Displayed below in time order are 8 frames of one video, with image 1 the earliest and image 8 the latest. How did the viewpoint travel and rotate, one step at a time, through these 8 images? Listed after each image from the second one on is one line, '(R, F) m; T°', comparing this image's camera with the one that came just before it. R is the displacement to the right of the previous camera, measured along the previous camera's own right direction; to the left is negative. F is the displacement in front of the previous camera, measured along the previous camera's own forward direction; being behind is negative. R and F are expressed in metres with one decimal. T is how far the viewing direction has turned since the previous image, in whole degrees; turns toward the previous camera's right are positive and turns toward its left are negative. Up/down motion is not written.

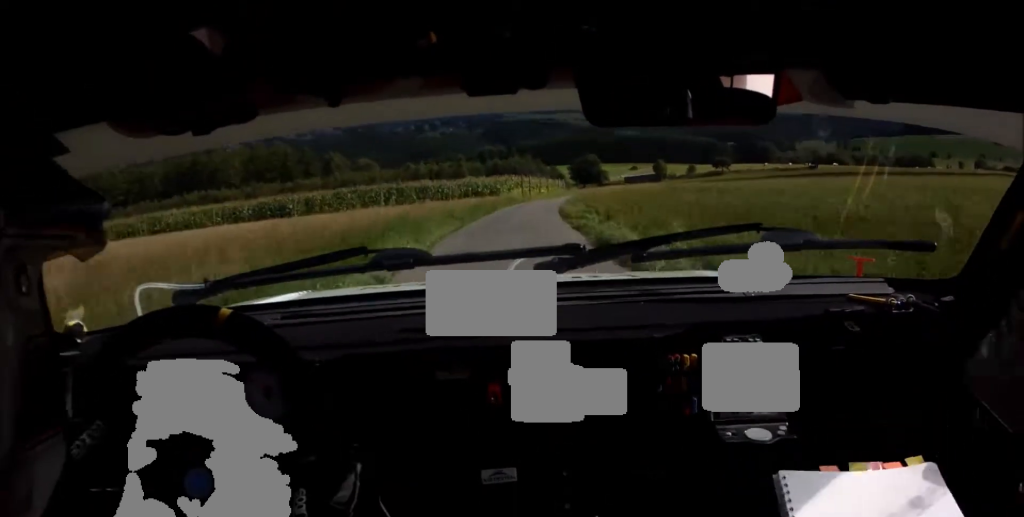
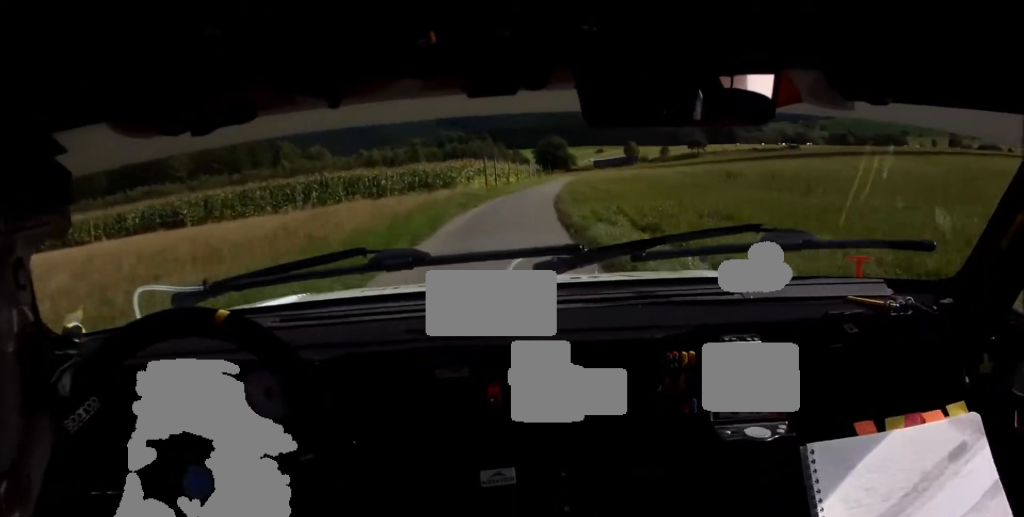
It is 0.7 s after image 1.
(+0.1, +16.1) m; +3°
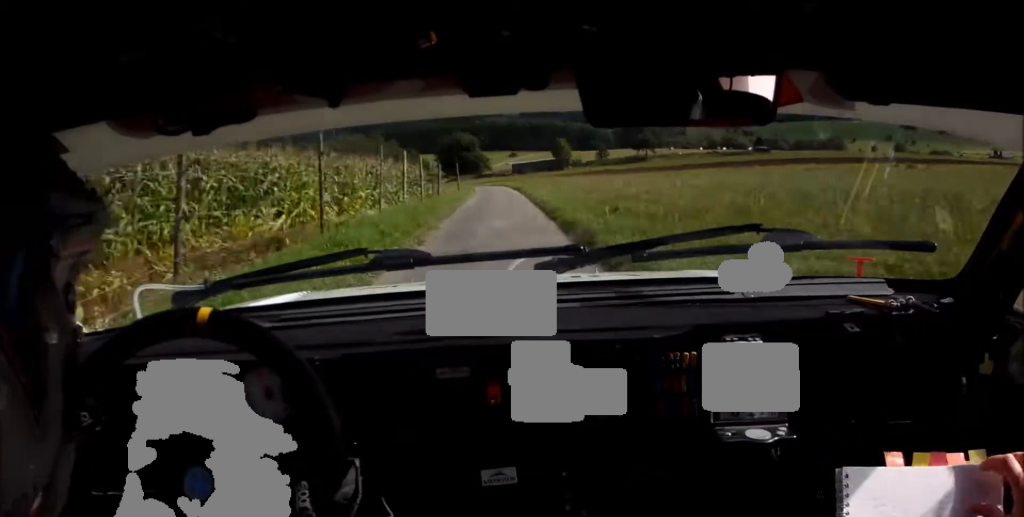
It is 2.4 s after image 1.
(+2.8, +48.0) m; +3°
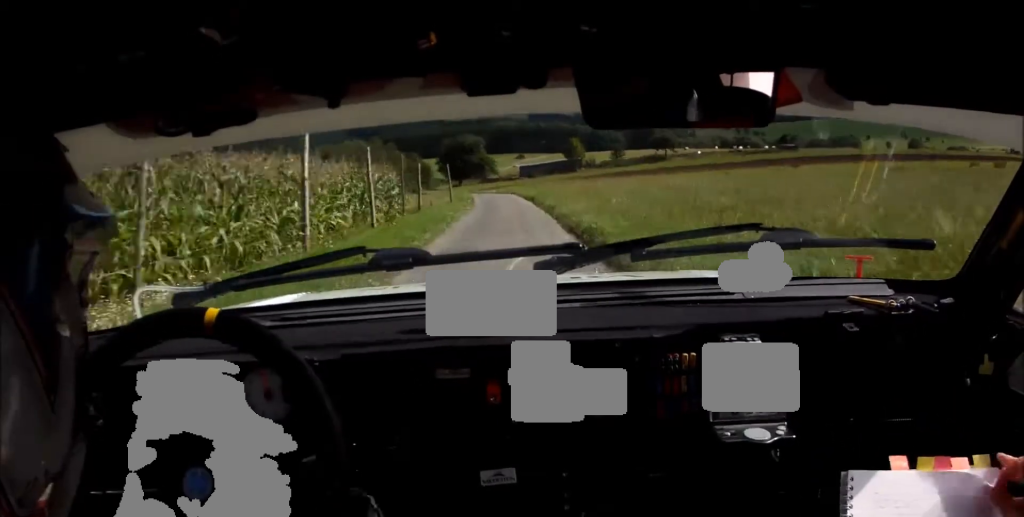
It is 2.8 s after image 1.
(+0.1, +13.3) m; 0°
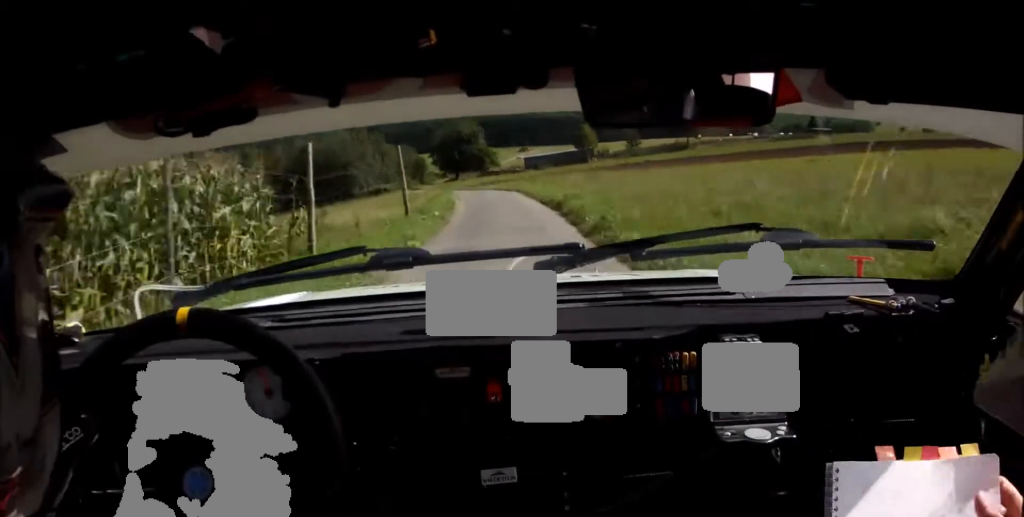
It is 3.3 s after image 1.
(-0.1, +17.6) m; -2°
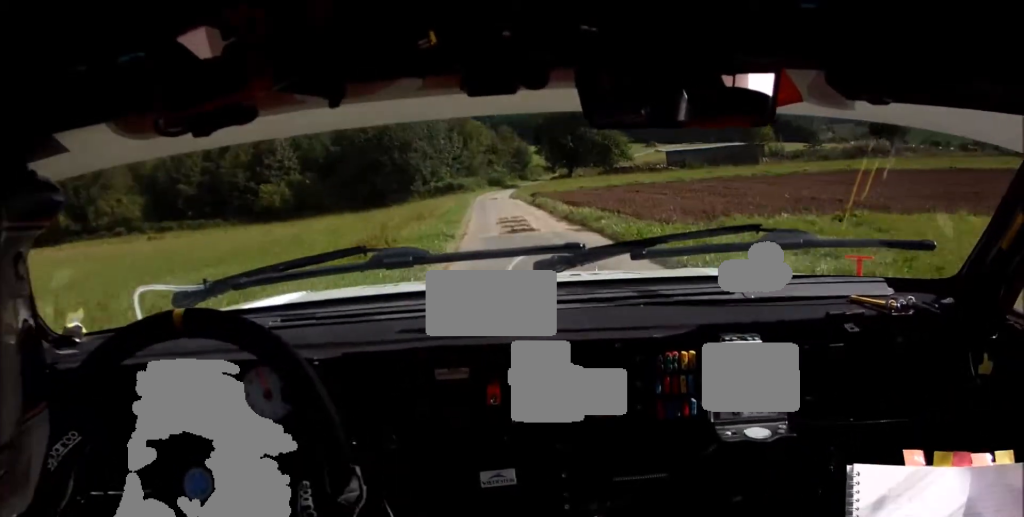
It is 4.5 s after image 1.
(-2.1, +41.2) m; -5°
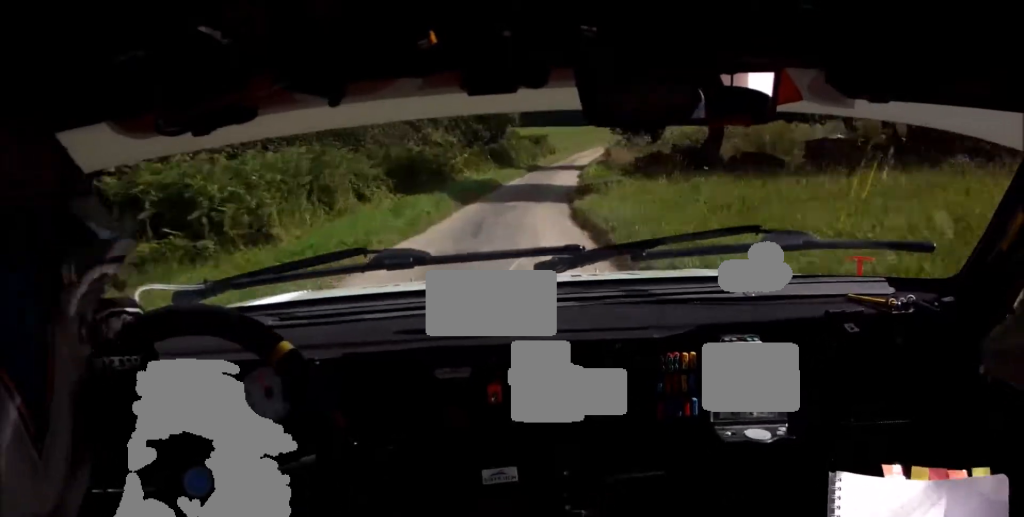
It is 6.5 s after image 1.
(+2.0, +67.4) m; +8°
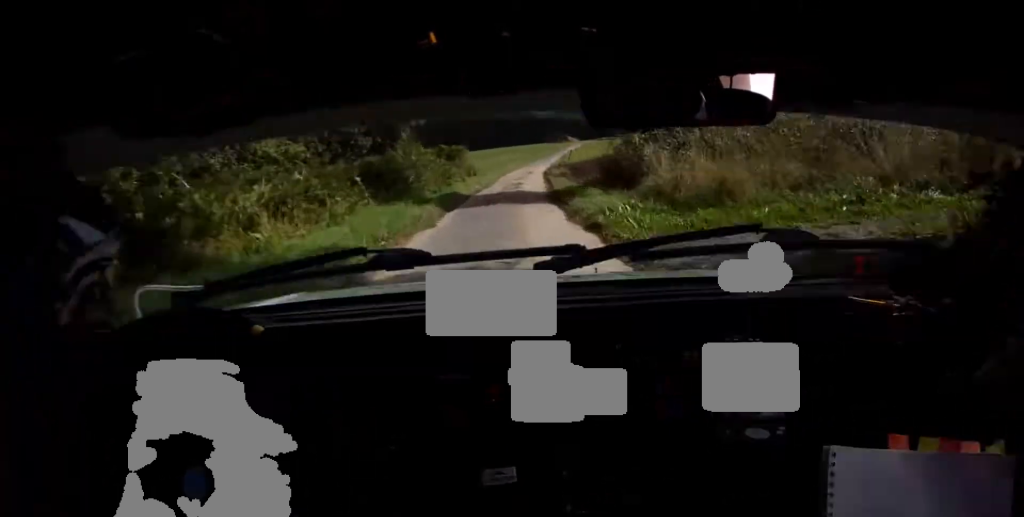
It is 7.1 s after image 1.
(+0.8, +20.4) m; +3°
